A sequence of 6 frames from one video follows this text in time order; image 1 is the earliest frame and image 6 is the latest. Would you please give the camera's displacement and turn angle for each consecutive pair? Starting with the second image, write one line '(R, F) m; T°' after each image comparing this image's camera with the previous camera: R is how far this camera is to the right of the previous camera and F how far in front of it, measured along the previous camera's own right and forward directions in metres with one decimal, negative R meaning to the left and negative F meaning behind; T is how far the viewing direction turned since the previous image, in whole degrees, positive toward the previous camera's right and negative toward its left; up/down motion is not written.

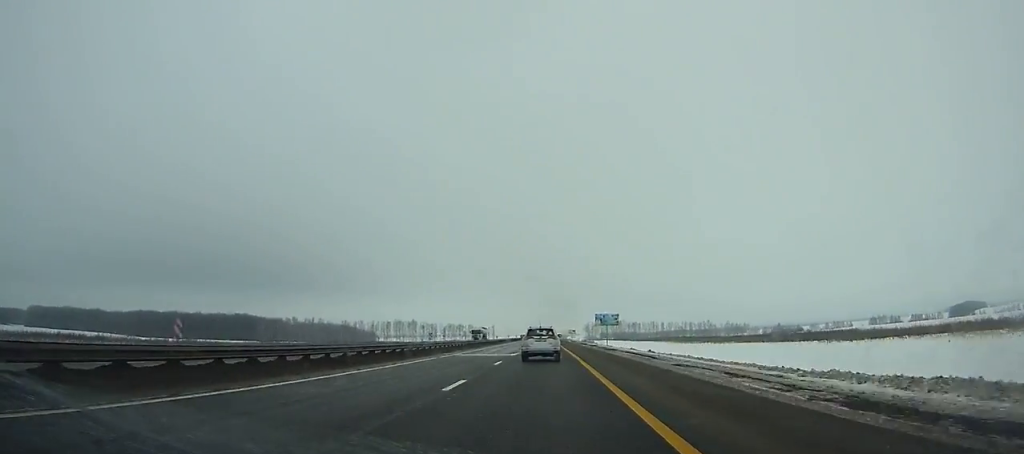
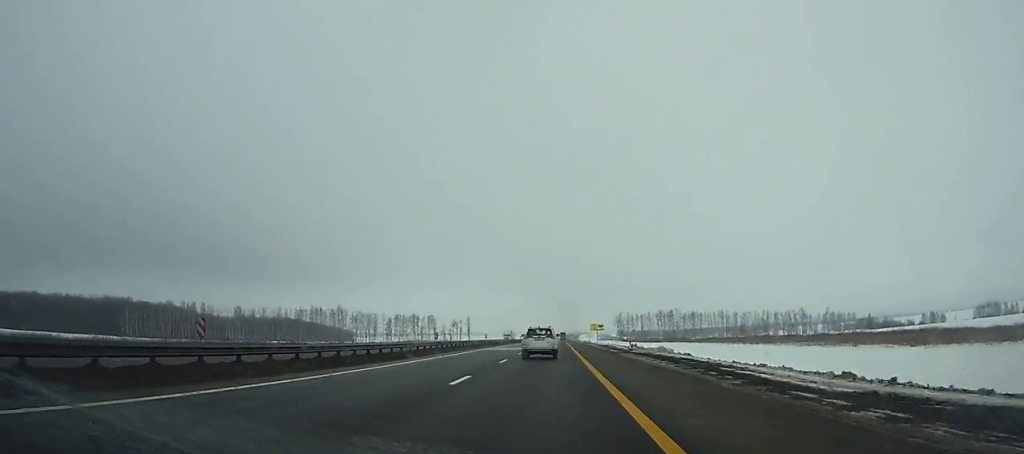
(-1.5, +174.2) m; 0°
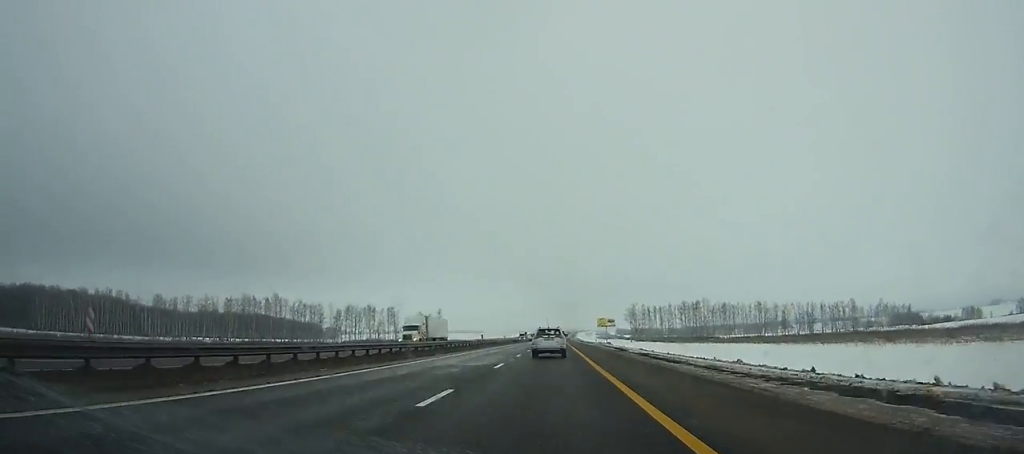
(+0.1, +64.0) m; 0°
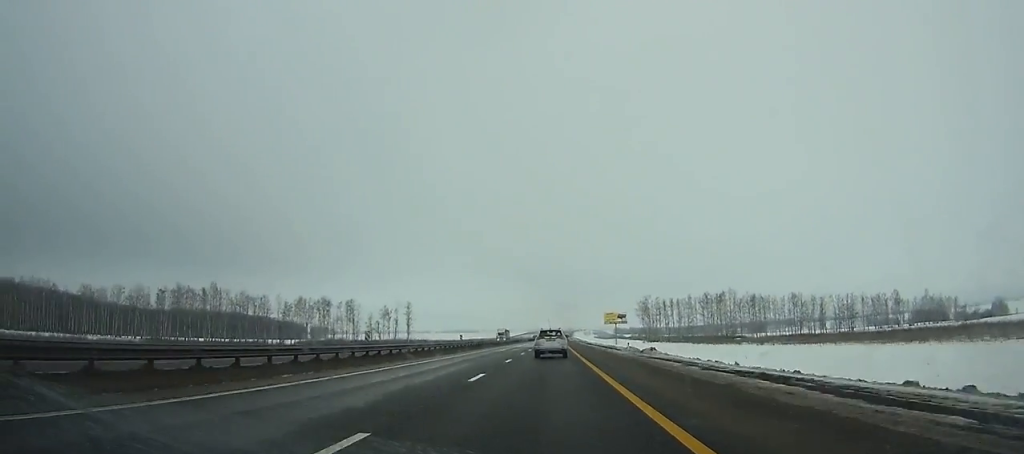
(+0.3, +41.1) m; 0°
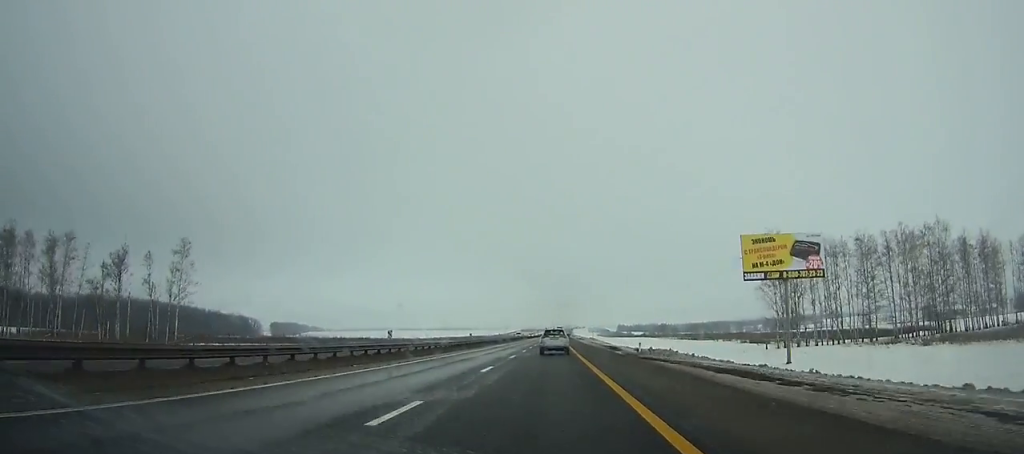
(+0.4, +114.2) m; 0°
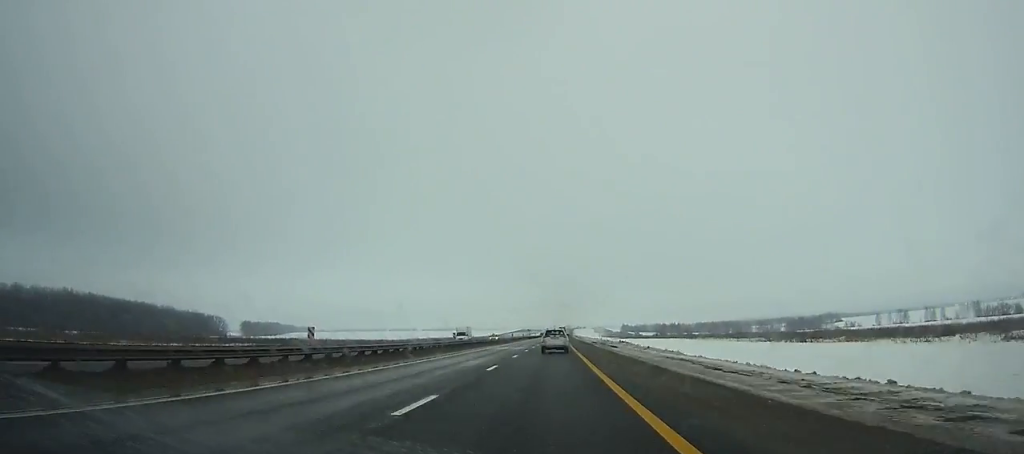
(+0.1, +68.4) m; 0°
